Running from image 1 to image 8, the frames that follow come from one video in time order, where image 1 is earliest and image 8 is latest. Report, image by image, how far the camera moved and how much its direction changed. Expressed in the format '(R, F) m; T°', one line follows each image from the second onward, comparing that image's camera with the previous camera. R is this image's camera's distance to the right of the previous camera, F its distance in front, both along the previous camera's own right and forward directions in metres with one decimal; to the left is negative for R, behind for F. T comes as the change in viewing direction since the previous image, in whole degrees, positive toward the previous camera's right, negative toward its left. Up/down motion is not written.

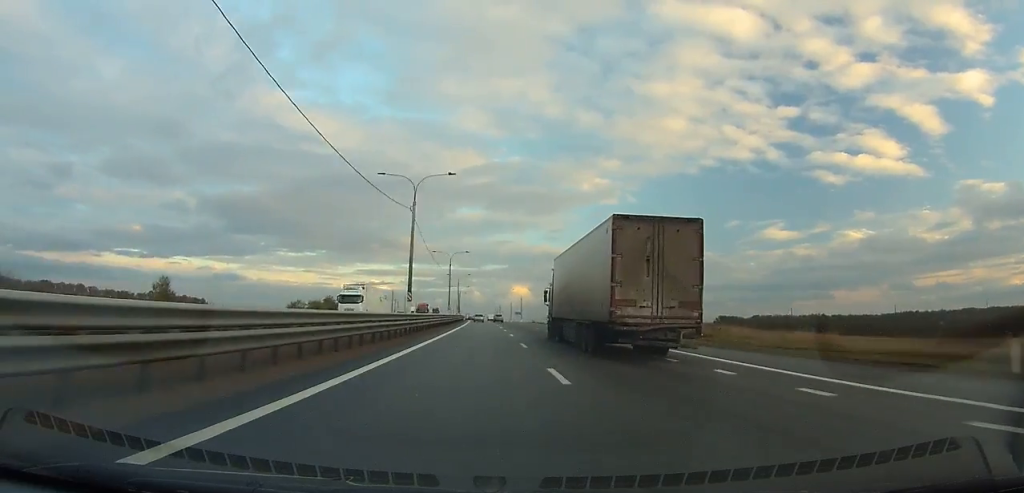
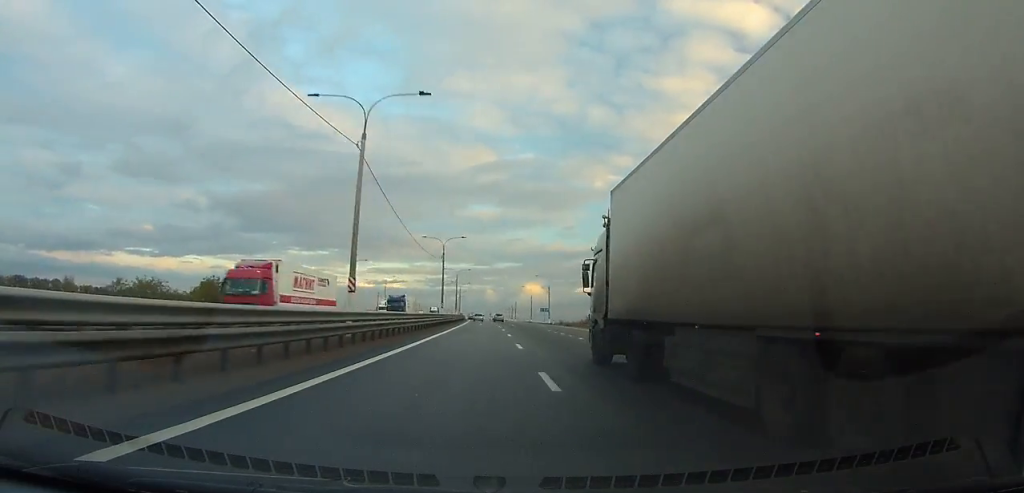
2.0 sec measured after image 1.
(-0.2, +58.2) m; -1°
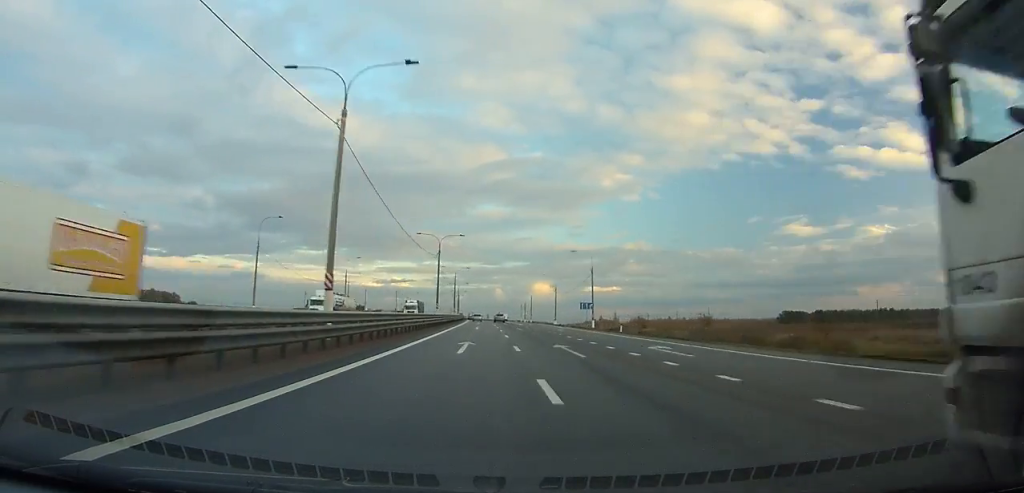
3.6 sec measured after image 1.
(-0.7, +46.7) m; -1°
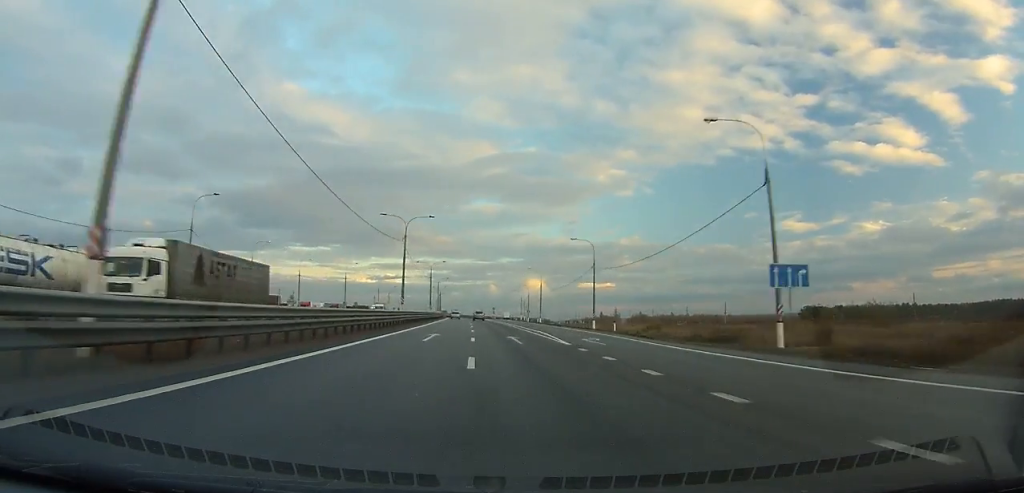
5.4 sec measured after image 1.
(-0.4, +52.6) m; -1°
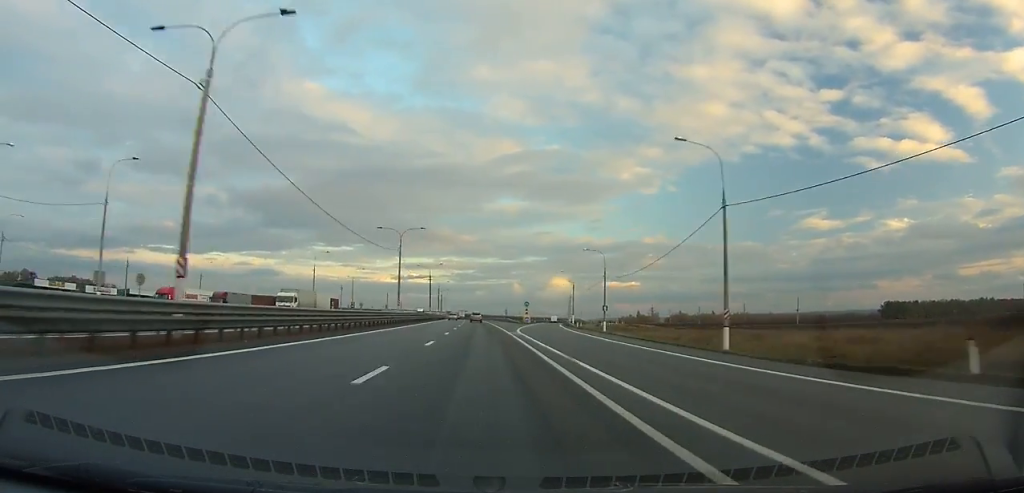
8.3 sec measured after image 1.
(-0.7, +84.7) m; -1°
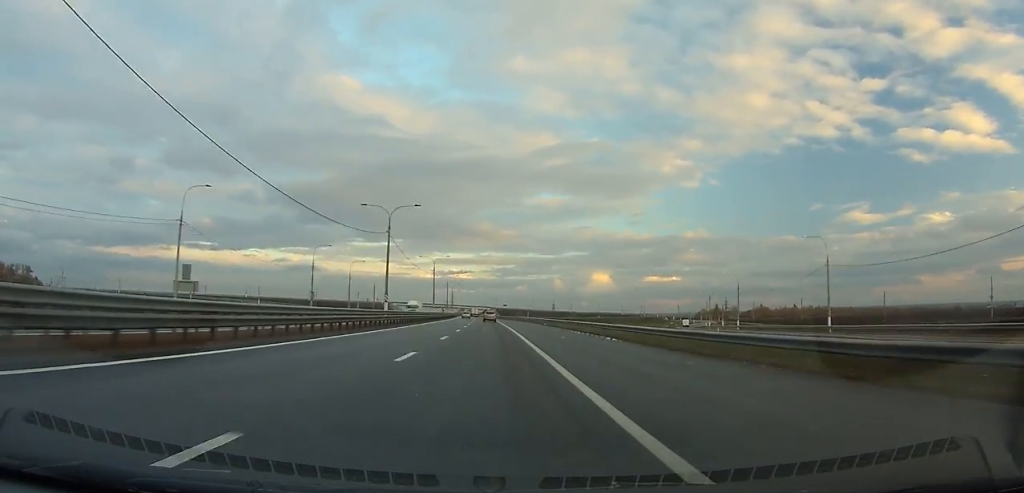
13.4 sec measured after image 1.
(-5.3, +149.5) m; -4°
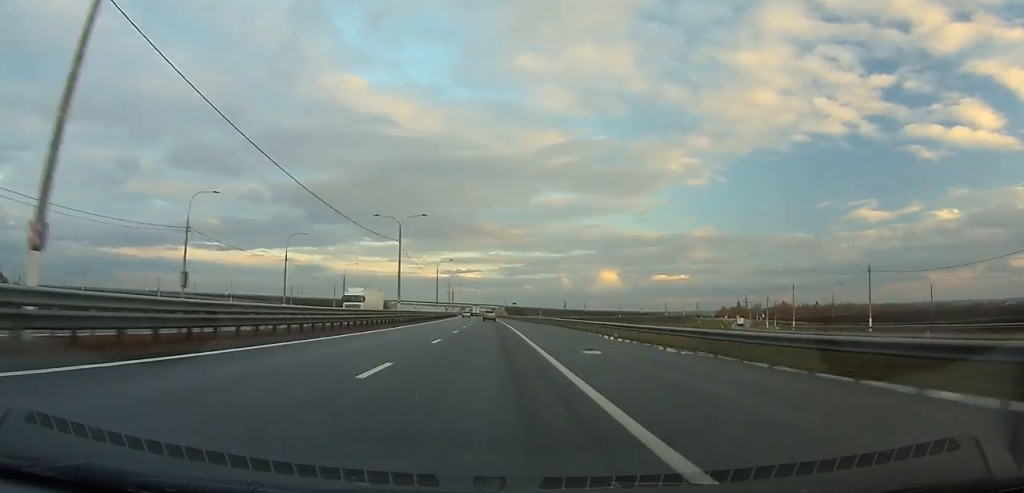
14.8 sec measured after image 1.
(-0.6, +41.0) m; -1°
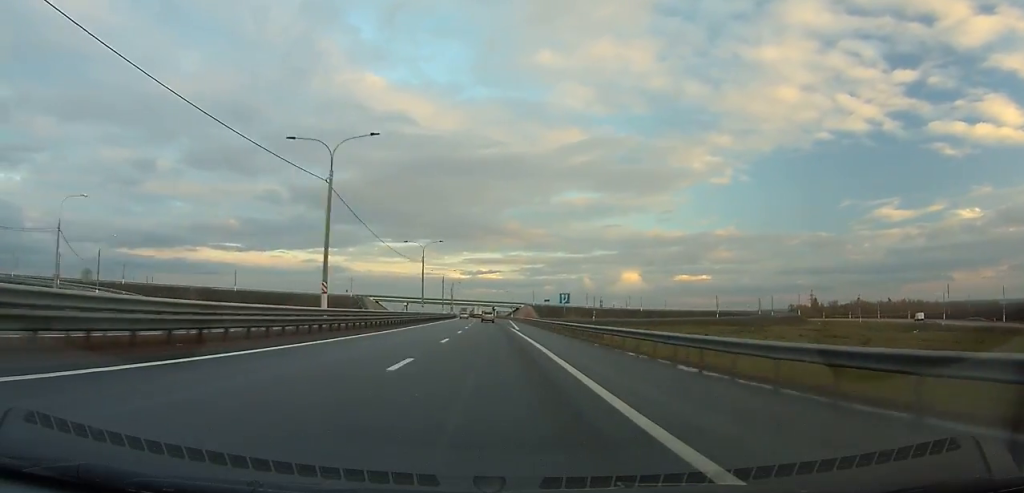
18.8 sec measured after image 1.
(-2.0, +114.3) m; -2°
